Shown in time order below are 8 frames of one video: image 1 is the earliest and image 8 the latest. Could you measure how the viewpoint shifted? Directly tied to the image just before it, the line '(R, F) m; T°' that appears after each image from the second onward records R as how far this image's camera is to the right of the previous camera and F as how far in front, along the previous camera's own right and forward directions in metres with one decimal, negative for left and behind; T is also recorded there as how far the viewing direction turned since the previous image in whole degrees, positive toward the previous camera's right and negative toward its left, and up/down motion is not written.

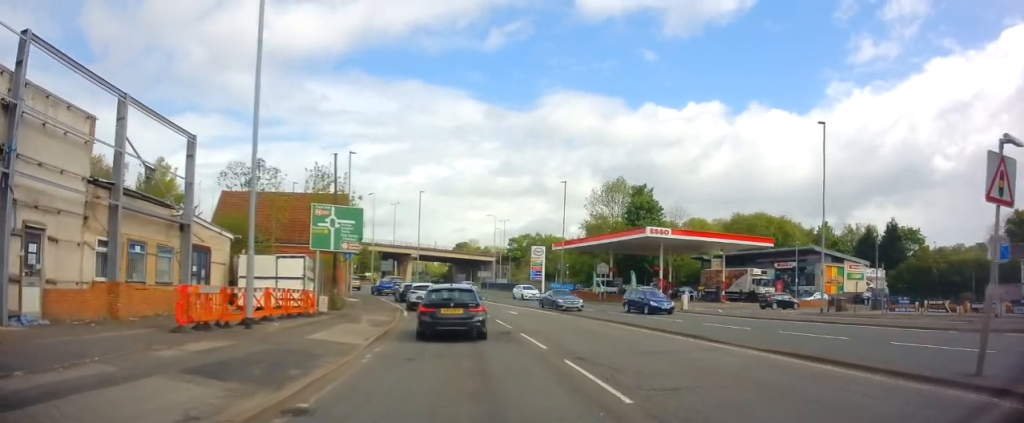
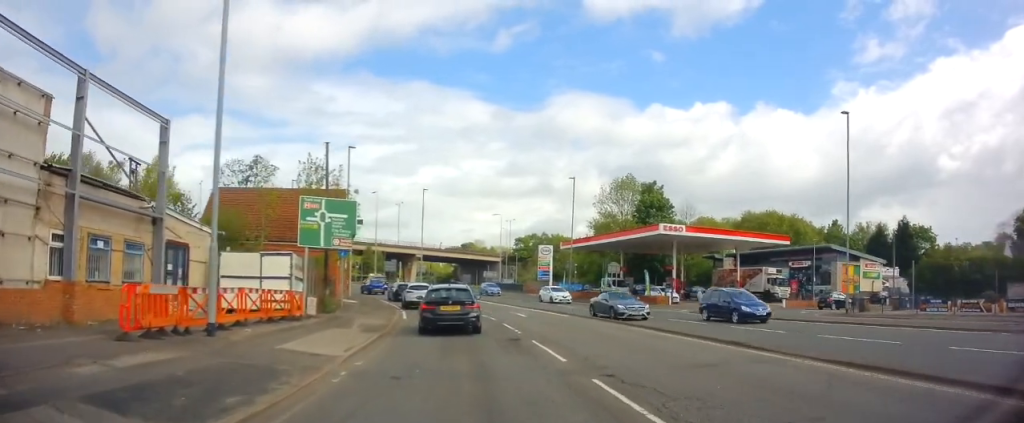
(0.0, +2.3) m; 0°
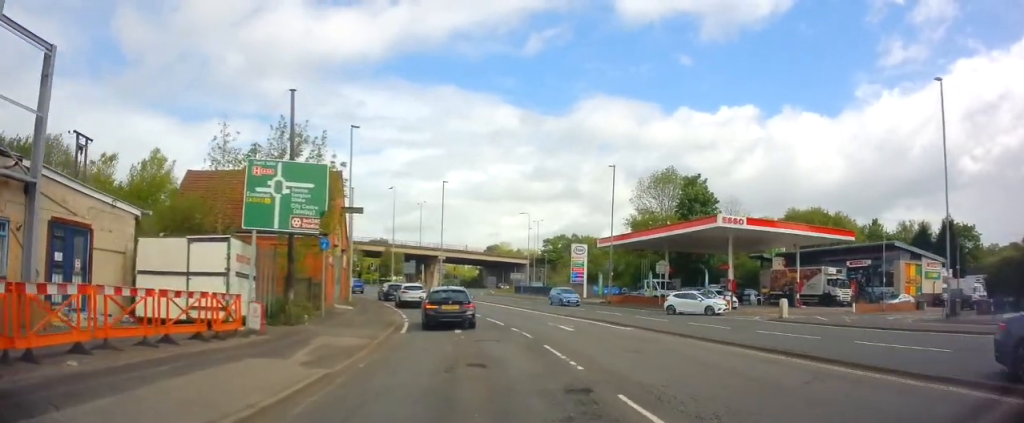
(+0.1, +6.8) m; -2°
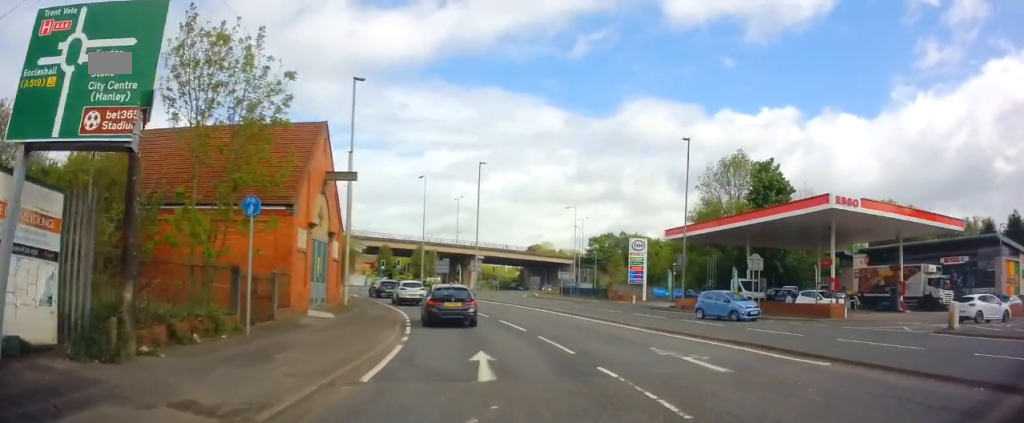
(-0.6, +9.6) m; -5°
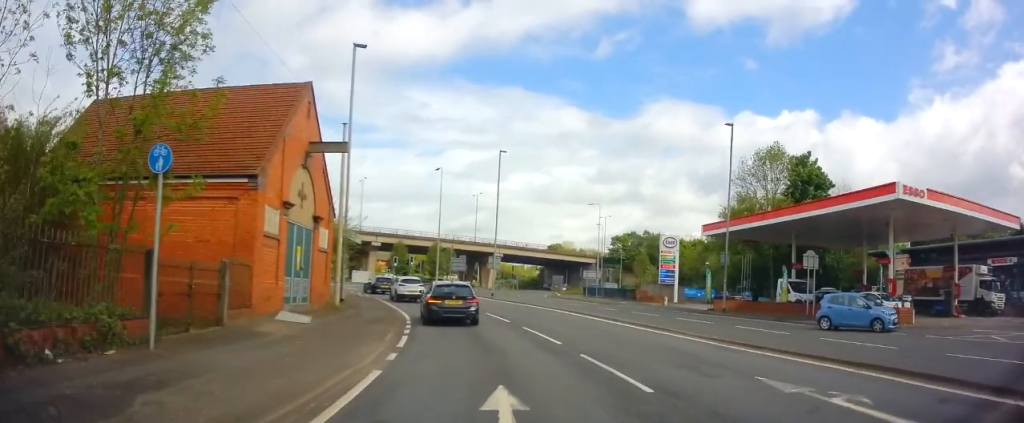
(0.0, +4.3) m; -2°
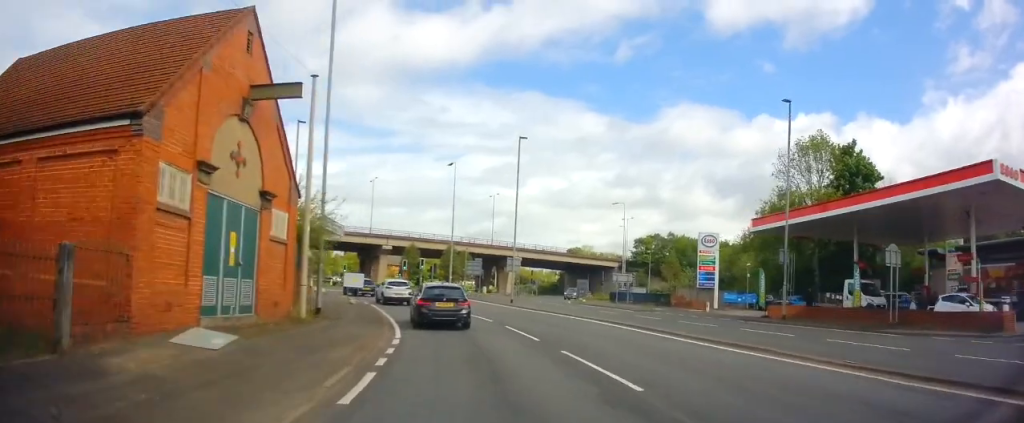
(-0.2, +6.1) m; -2°
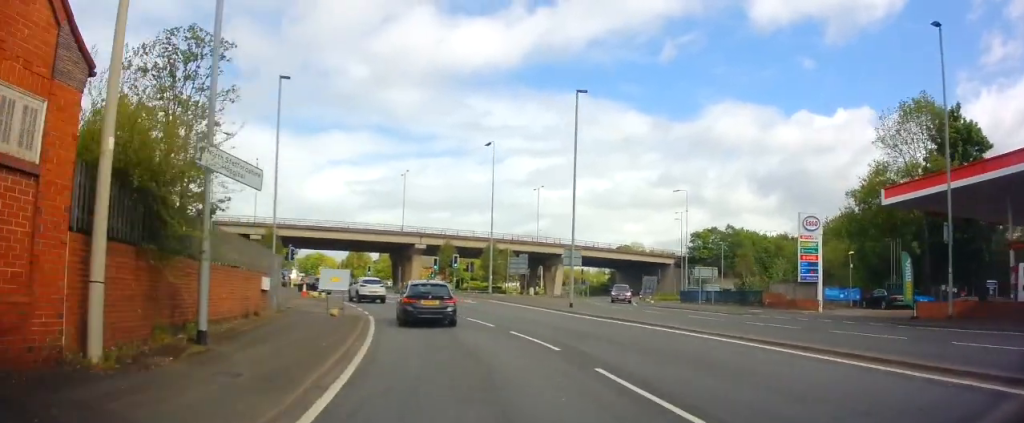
(-0.2, +10.8) m; -3°
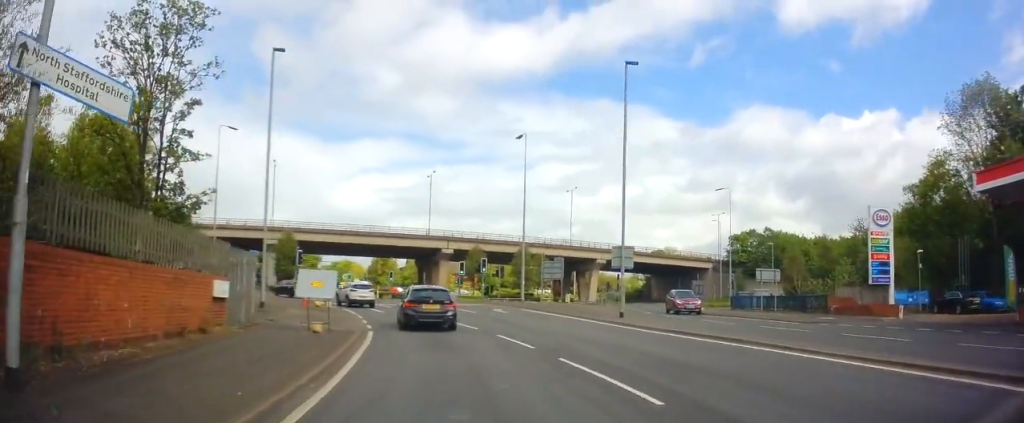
(-0.2, +5.1) m; -3°
